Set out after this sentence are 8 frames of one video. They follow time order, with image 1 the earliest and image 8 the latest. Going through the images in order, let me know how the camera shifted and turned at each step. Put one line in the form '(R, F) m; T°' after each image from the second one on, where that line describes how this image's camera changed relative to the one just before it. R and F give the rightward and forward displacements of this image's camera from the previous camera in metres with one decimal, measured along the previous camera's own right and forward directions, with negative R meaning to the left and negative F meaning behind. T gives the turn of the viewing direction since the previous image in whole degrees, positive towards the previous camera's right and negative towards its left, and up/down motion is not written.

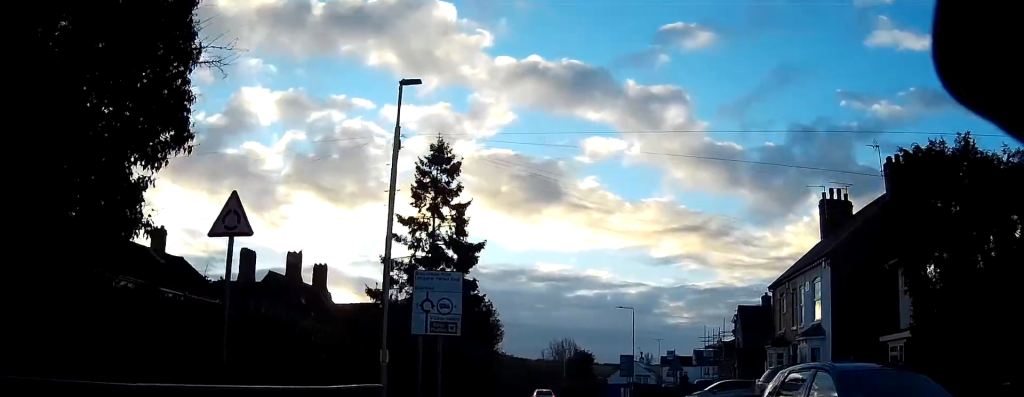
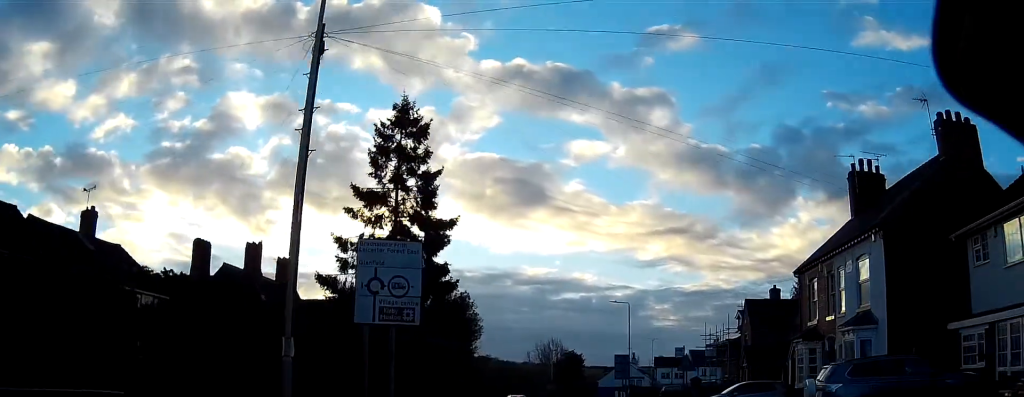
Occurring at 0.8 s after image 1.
(+0.1, +5.9) m; +2°
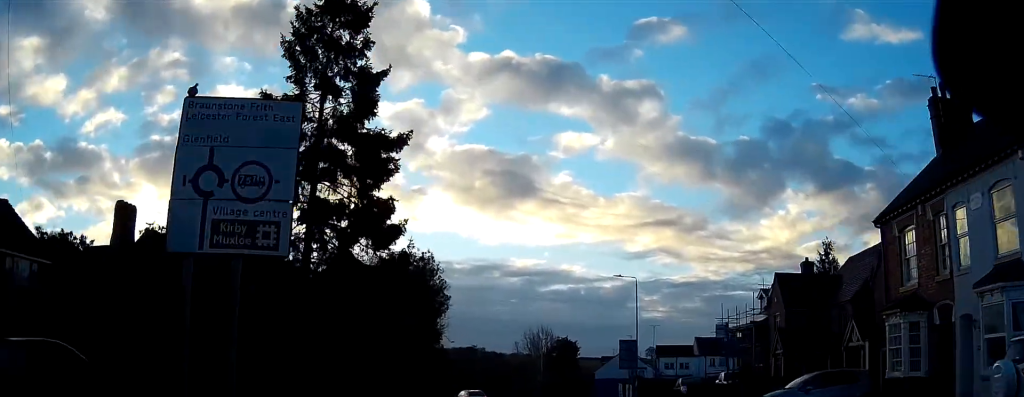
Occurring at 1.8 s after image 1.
(0.0, +8.8) m; +1°
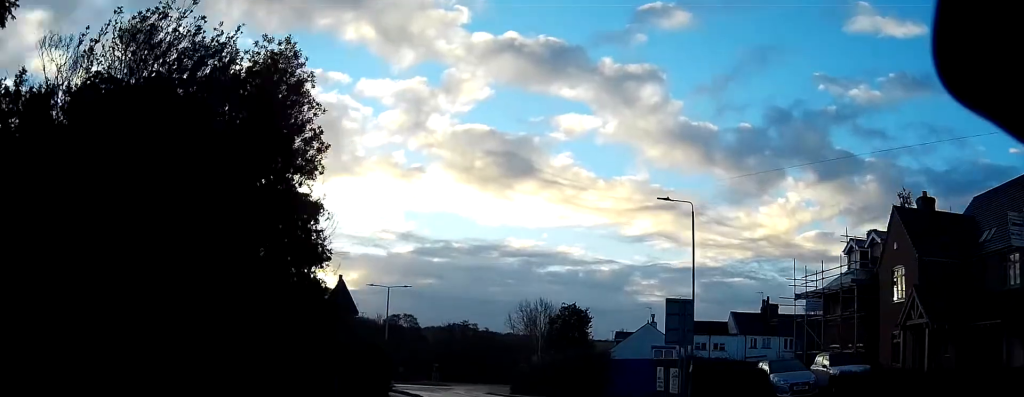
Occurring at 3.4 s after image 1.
(+0.1, +16.2) m; -1°
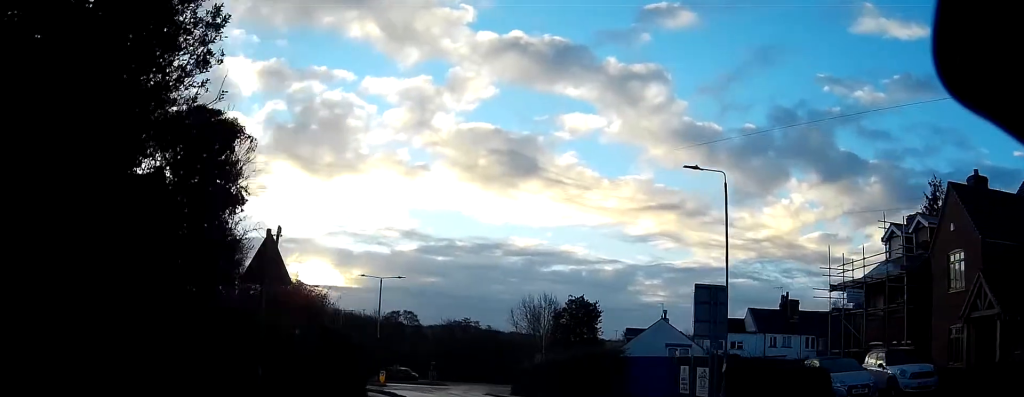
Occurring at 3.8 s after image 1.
(-0.1, +4.5) m; -1°
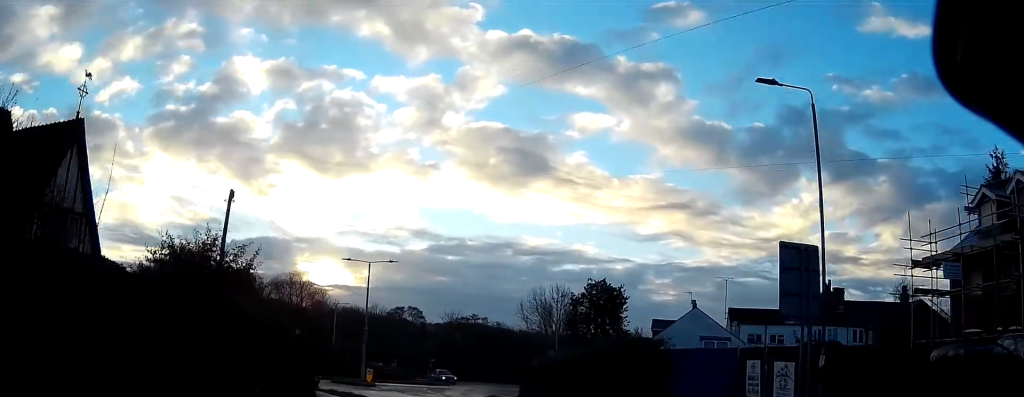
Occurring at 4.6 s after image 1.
(-0.1, +7.6) m; -2°
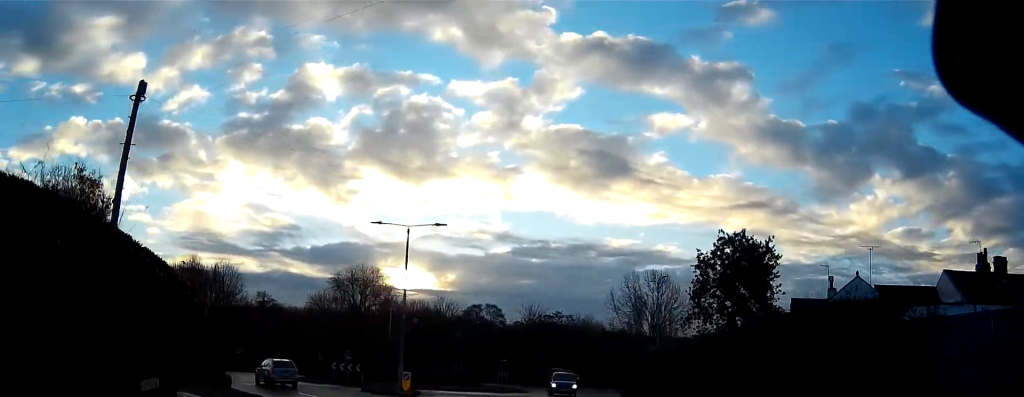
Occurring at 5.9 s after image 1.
(-0.6, +13.5) m; -8°
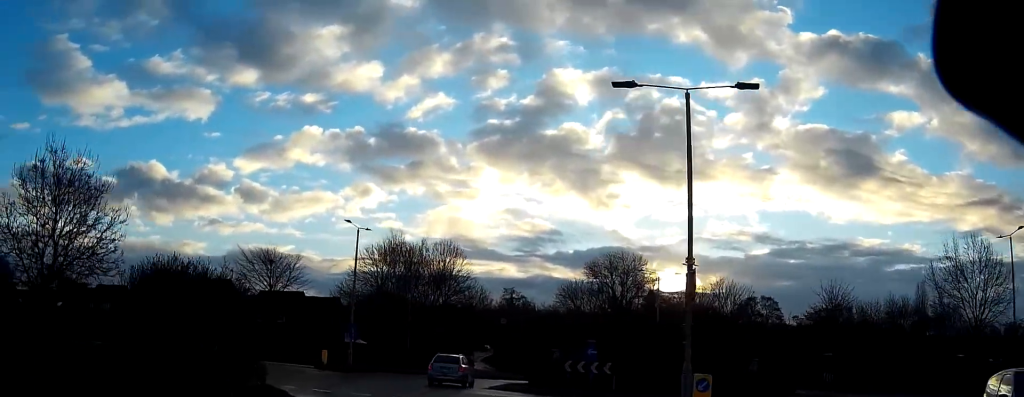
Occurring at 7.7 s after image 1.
(-2.7, +18.9) m; -16°
